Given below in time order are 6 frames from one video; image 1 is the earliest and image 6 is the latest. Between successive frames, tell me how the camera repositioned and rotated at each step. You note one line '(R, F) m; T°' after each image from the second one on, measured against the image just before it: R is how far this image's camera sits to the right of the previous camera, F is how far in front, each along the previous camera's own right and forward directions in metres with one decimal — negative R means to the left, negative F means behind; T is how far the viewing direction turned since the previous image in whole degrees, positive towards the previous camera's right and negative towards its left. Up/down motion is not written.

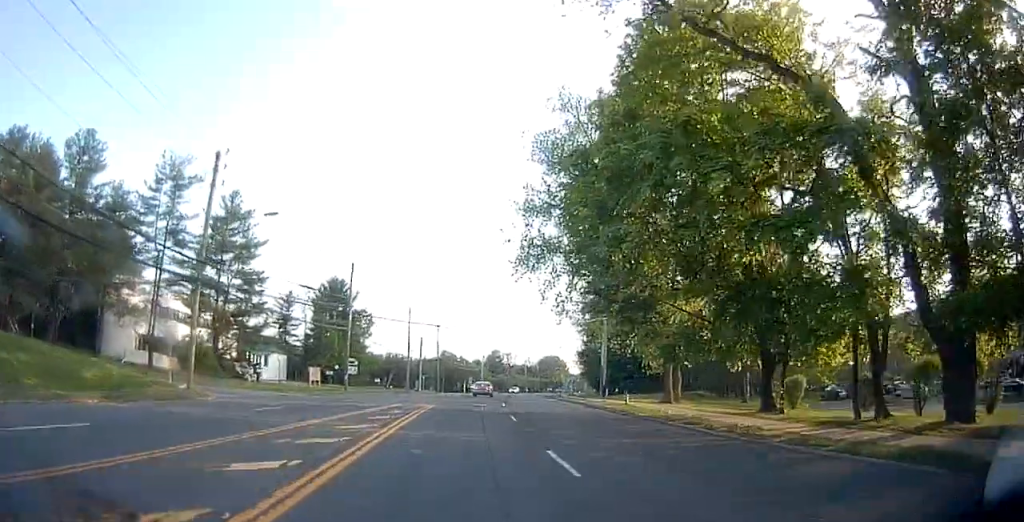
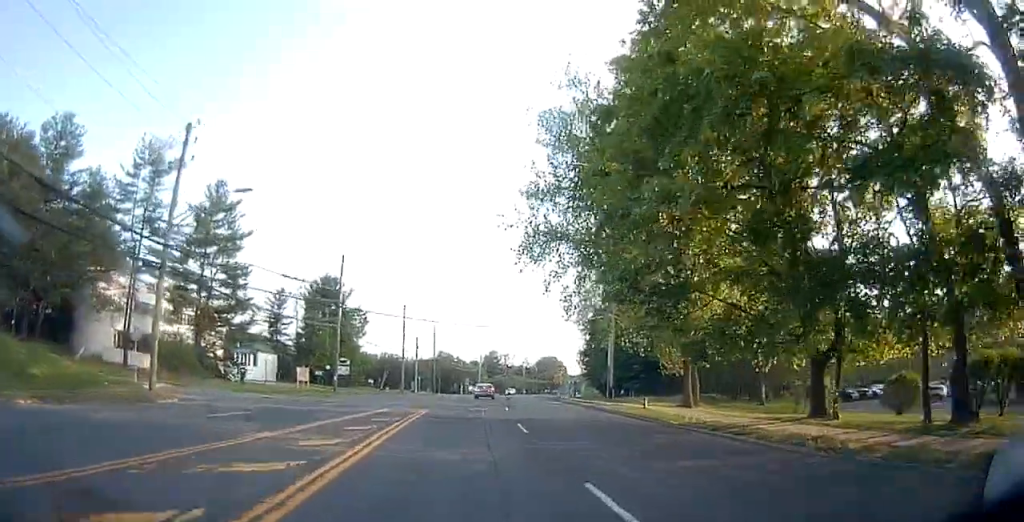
(-0.1, +3.7) m; 0°
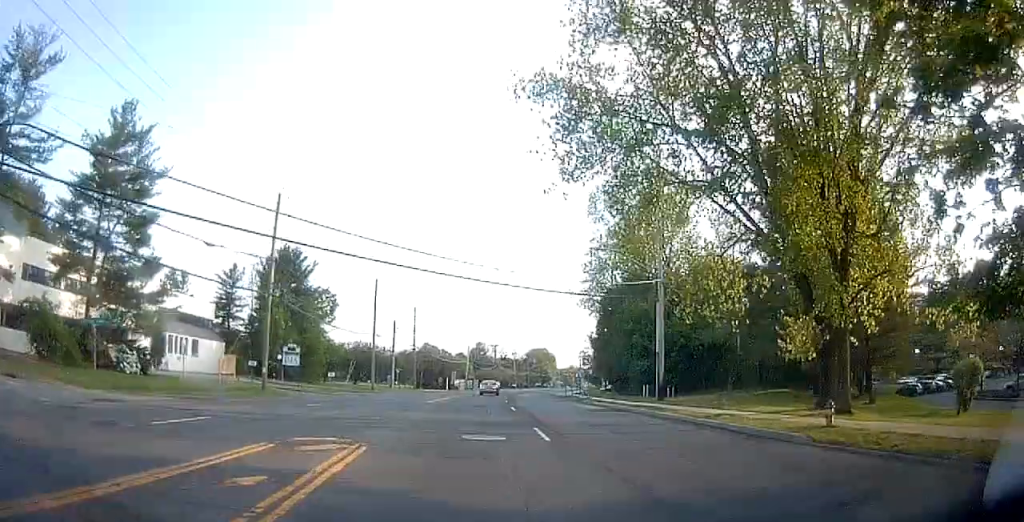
(+0.5, +16.2) m; +1°
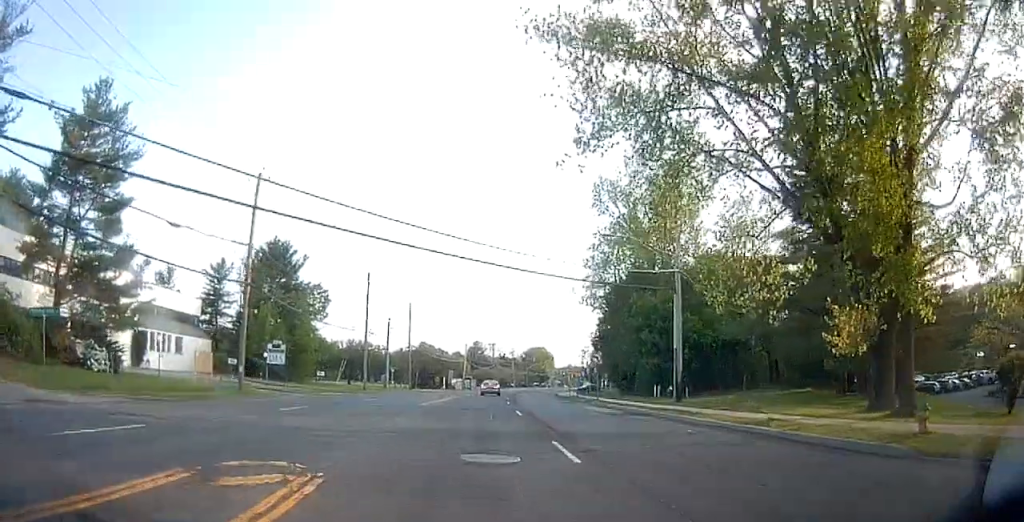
(0.0, +3.6) m; 0°
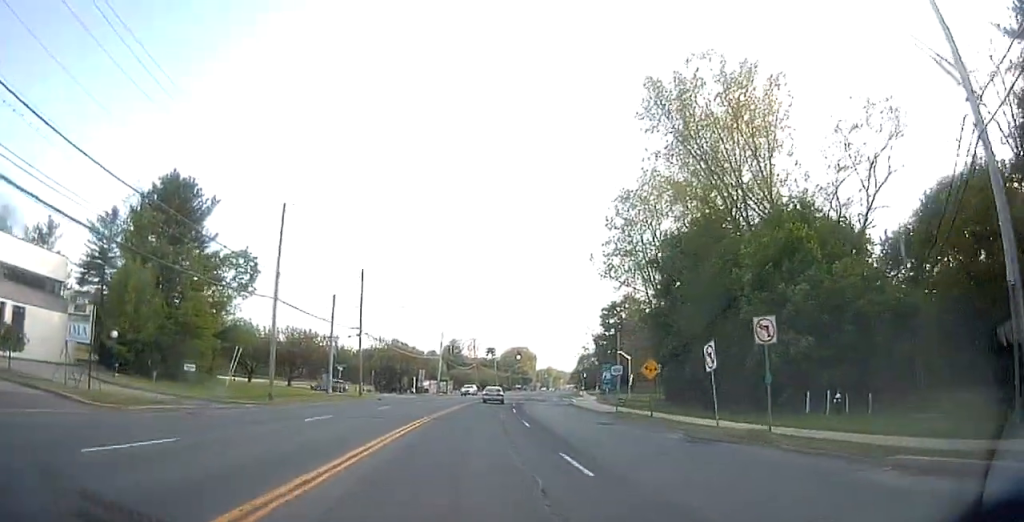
(+0.9, +26.7) m; +5°
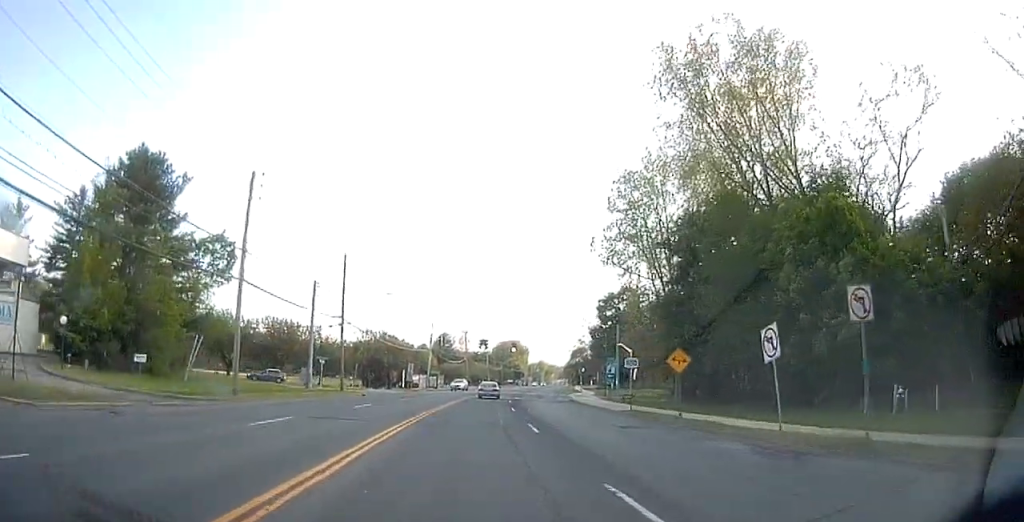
(0.0, +5.1) m; +1°
